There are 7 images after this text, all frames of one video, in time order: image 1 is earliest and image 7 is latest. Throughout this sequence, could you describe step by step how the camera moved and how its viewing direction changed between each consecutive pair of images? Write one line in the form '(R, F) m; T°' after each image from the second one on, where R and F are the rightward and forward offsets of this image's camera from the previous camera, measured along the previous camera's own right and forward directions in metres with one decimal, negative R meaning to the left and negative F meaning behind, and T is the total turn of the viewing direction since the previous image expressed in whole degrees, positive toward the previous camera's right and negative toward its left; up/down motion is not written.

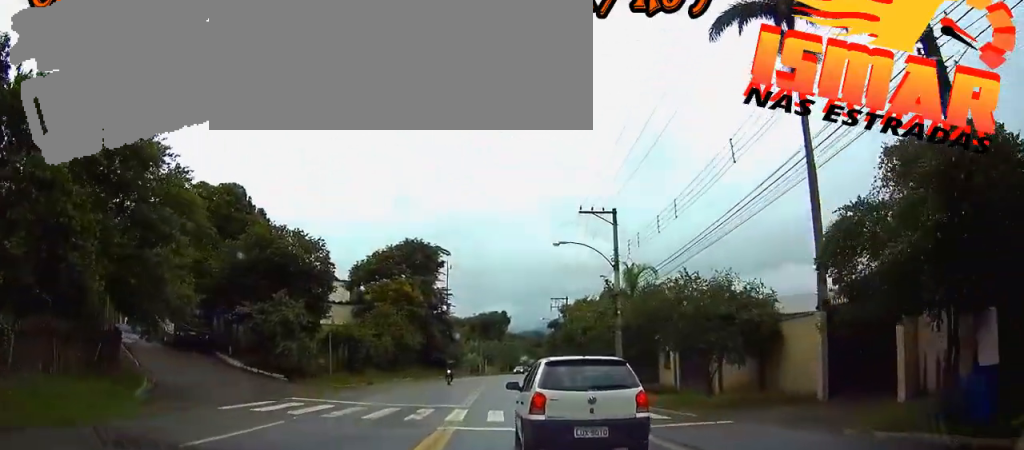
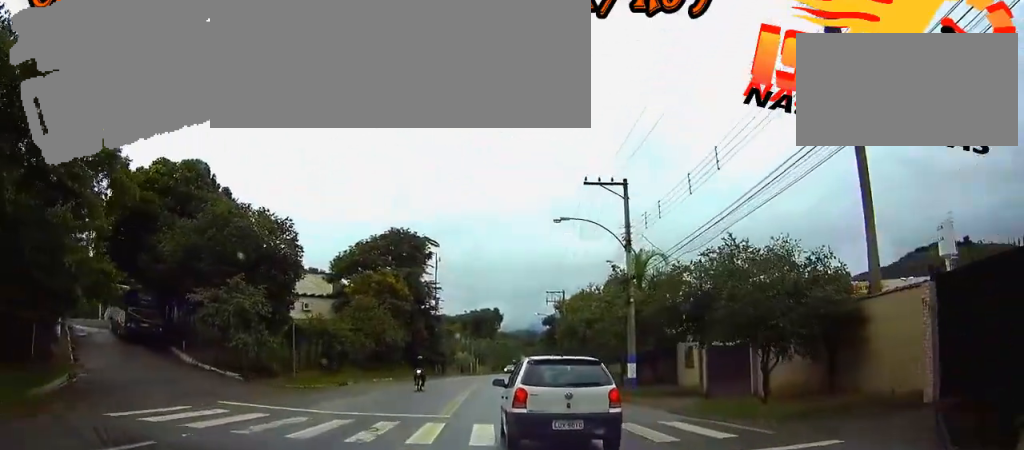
(0.0, +5.5) m; 0°
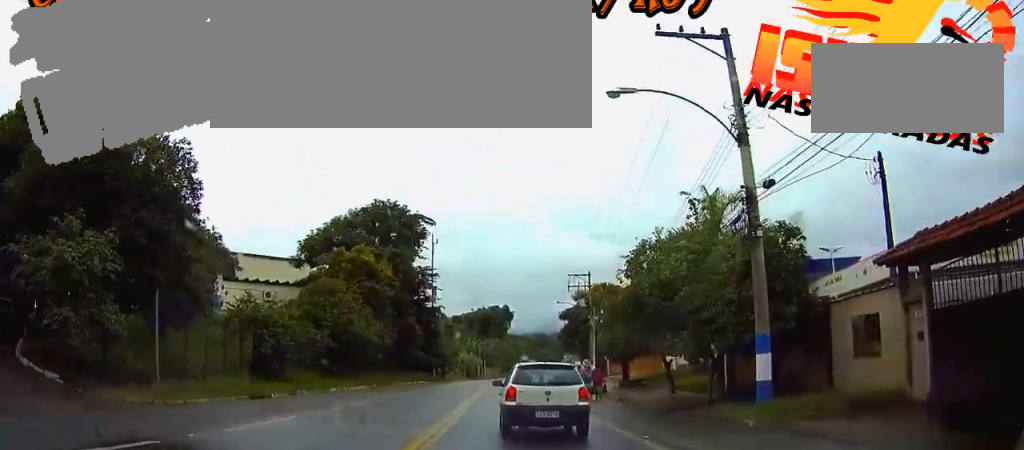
(0.0, +14.7) m; 0°
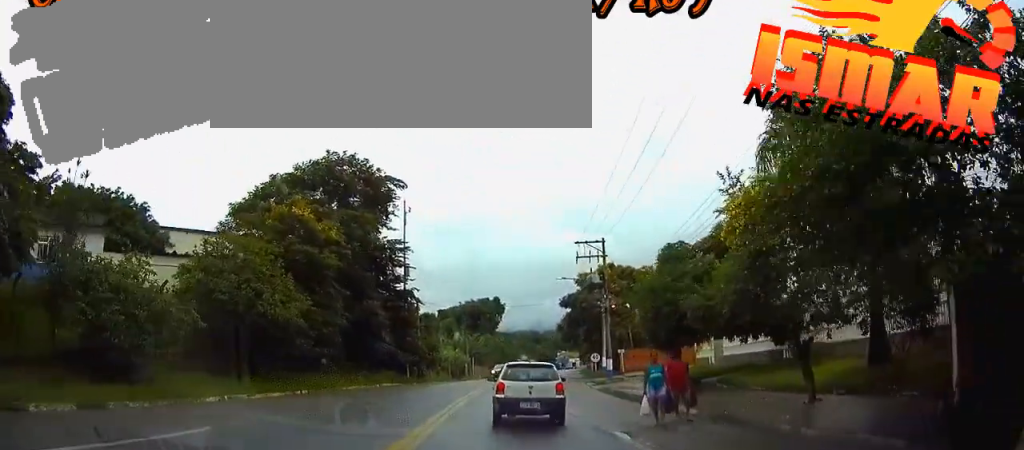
(+0.1, +14.1) m; +1°
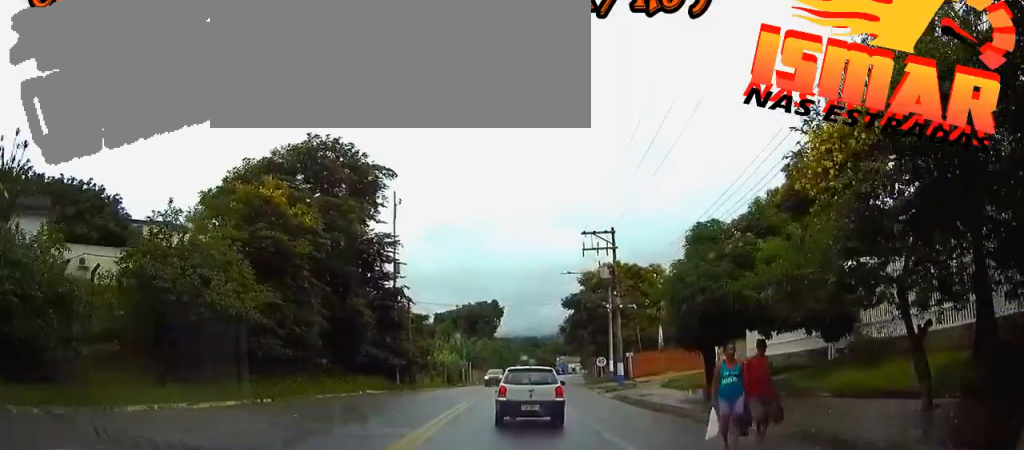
(0.0, +4.8) m; 0°
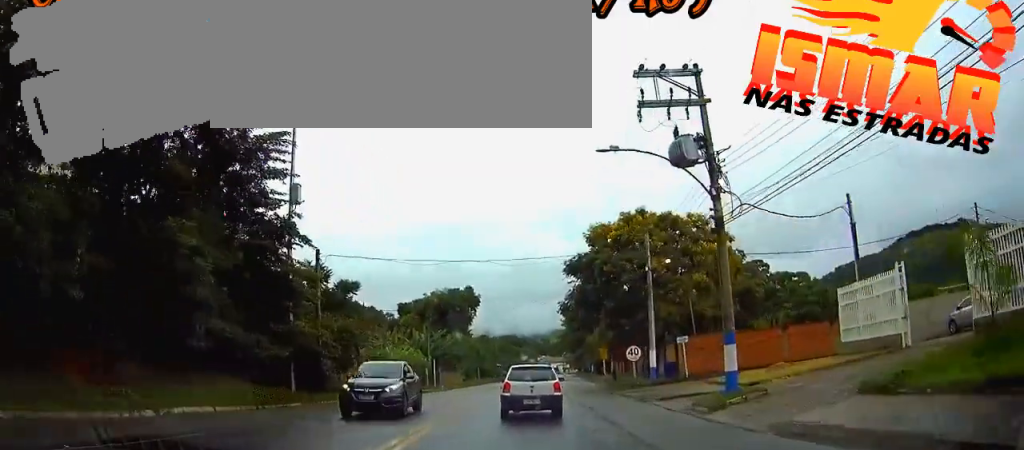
(+0.4, +22.8) m; +3°
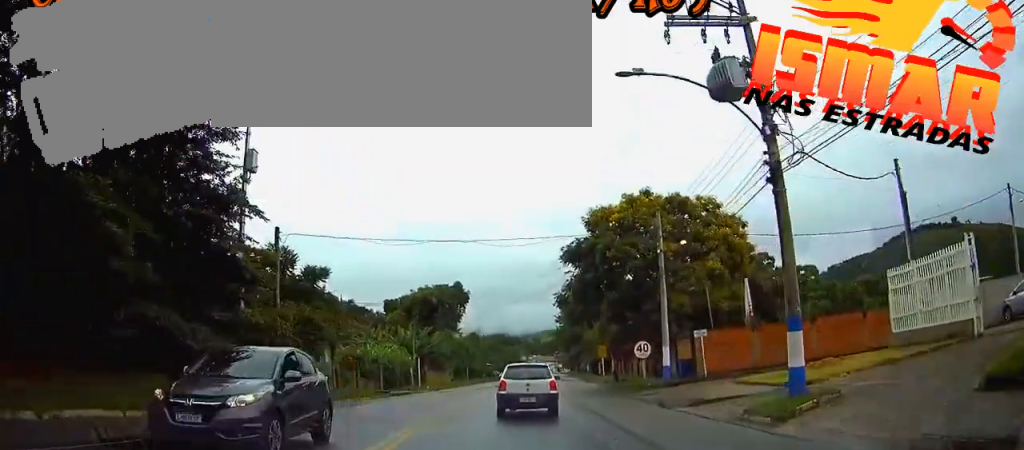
(0.0, +4.9) m; +1°
